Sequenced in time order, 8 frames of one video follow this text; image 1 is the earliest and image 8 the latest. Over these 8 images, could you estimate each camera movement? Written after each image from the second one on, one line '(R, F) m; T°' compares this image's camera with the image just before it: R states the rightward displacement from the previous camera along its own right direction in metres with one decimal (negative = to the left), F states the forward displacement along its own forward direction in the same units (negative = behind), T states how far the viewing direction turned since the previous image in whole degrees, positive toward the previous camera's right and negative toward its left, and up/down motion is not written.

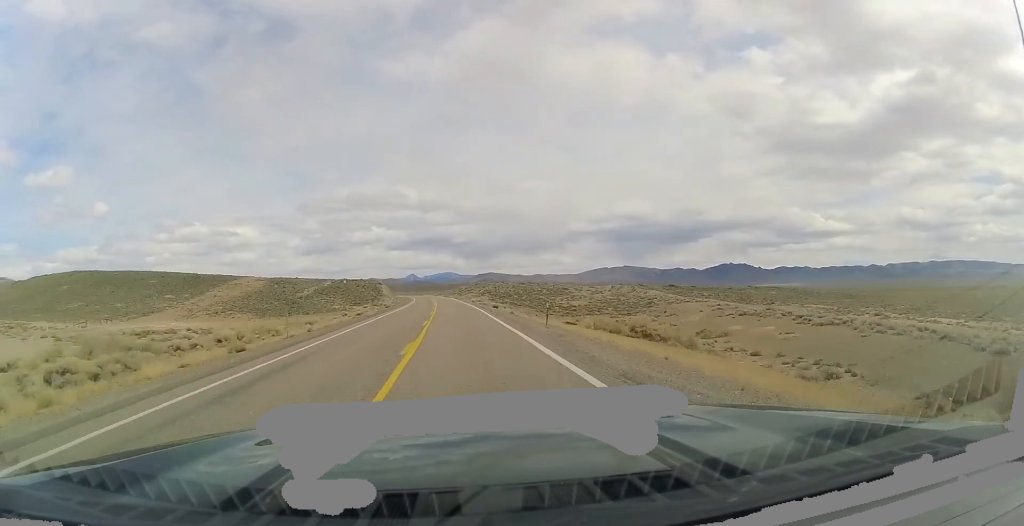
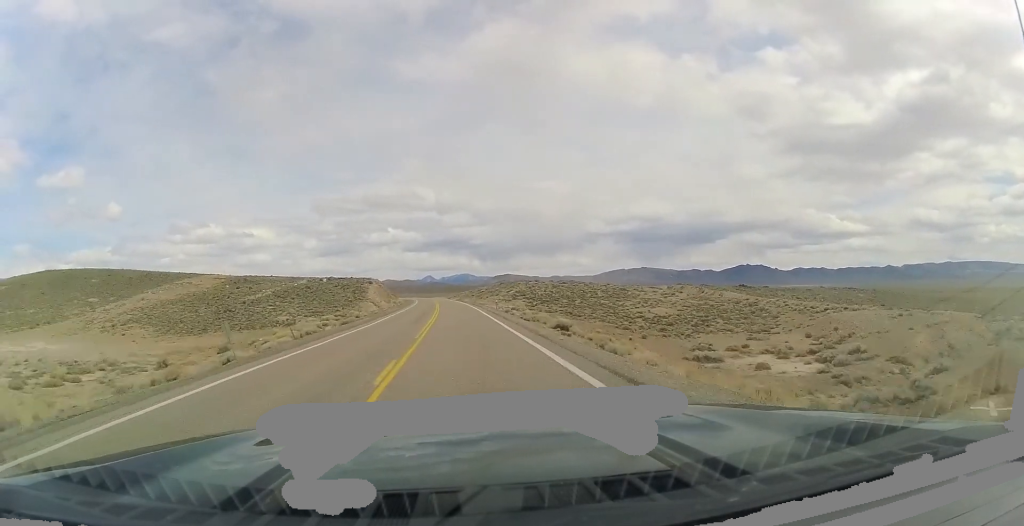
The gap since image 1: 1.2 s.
(-0.7, +41.4) m; -2°
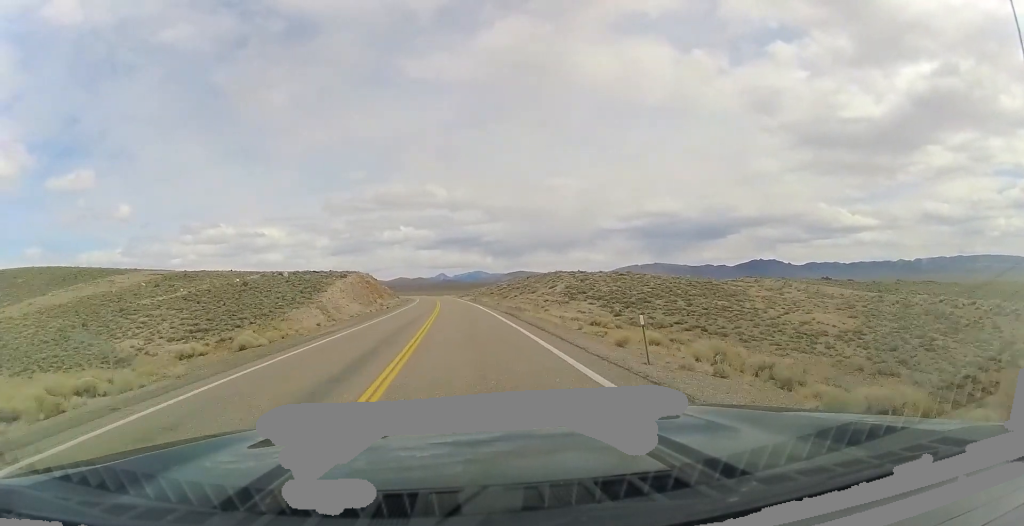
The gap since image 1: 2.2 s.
(-0.6, +36.7) m; -1°
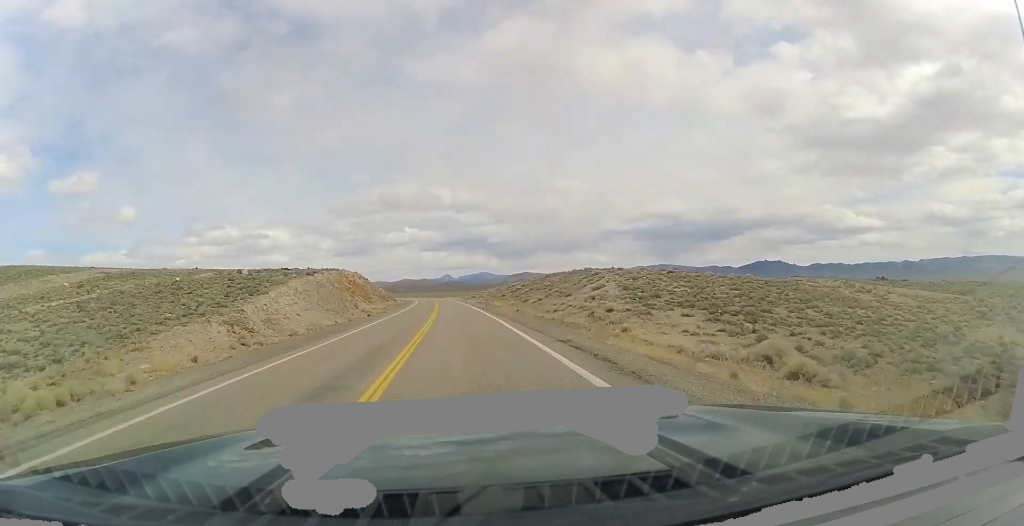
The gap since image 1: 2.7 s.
(0.0, +18.9) m; -1°
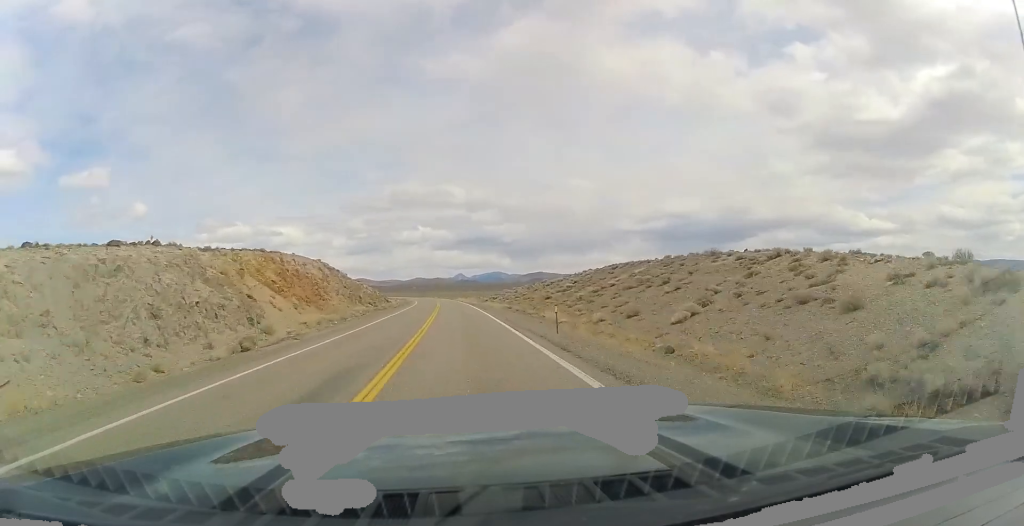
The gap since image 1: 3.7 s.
(-0.5, +35.4) m; -2°
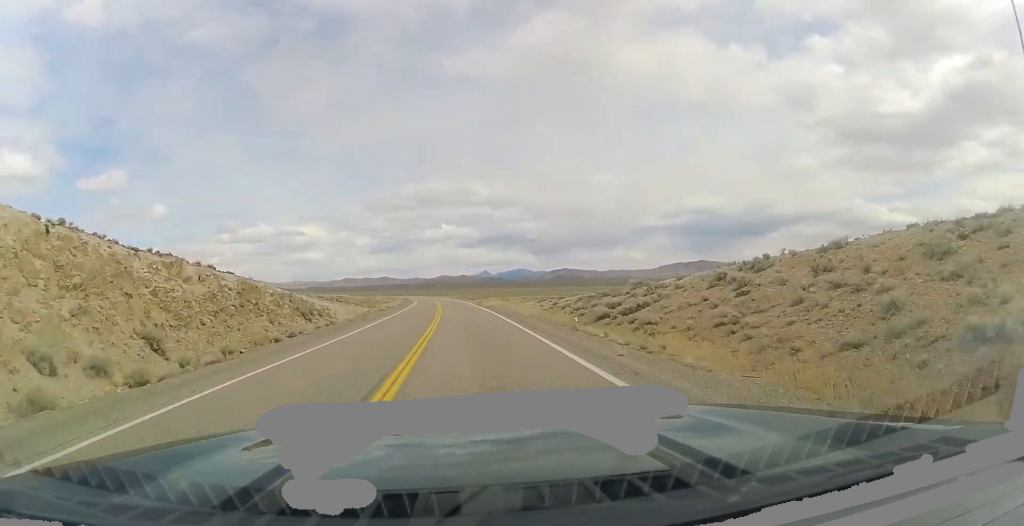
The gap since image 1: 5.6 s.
(-1.5, +67.4) m; -2°
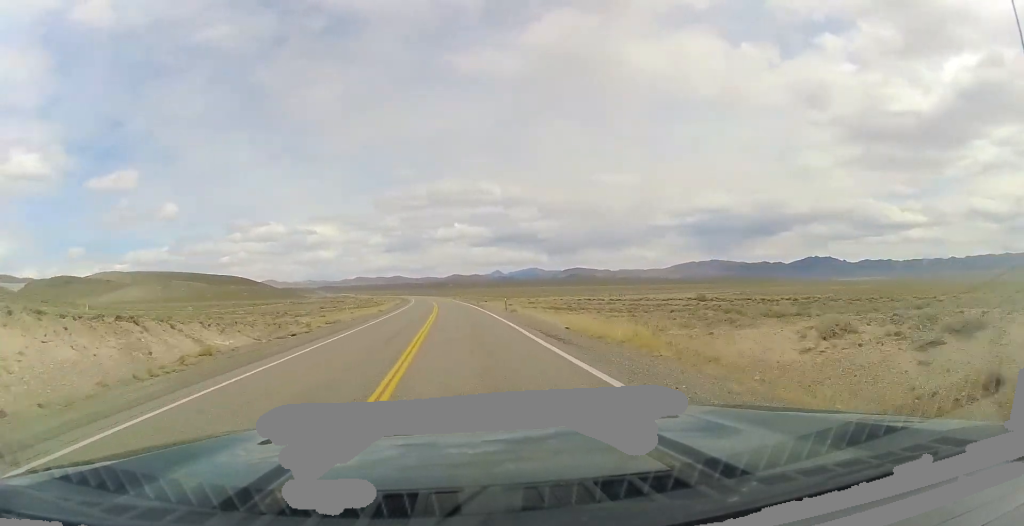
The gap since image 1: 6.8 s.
(-0.8, +41.3) m; -2°
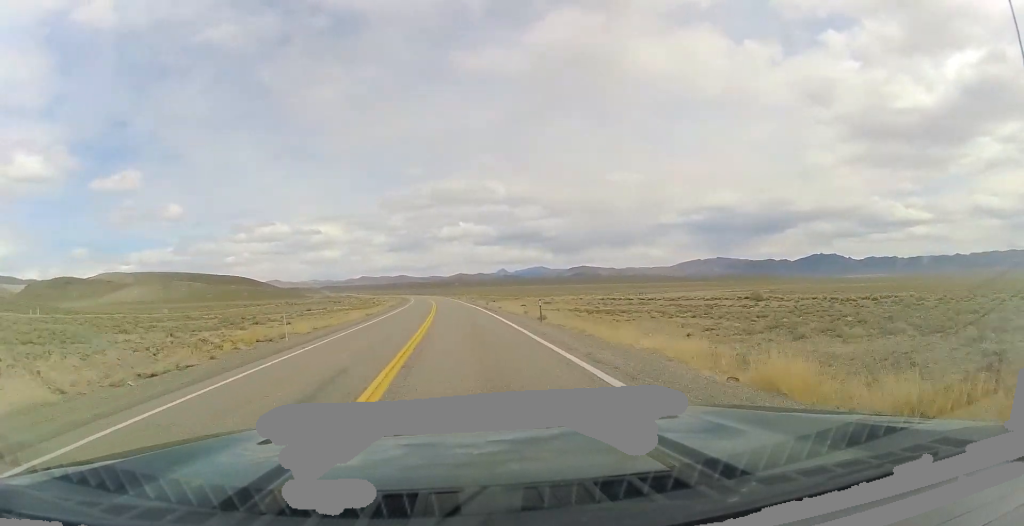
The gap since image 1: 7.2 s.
(-0.1, +15.3) m; 0°
